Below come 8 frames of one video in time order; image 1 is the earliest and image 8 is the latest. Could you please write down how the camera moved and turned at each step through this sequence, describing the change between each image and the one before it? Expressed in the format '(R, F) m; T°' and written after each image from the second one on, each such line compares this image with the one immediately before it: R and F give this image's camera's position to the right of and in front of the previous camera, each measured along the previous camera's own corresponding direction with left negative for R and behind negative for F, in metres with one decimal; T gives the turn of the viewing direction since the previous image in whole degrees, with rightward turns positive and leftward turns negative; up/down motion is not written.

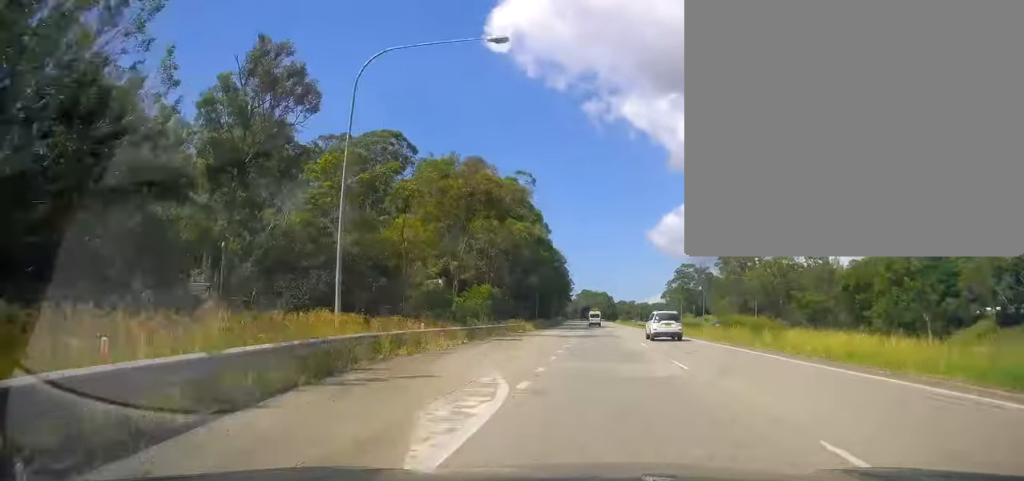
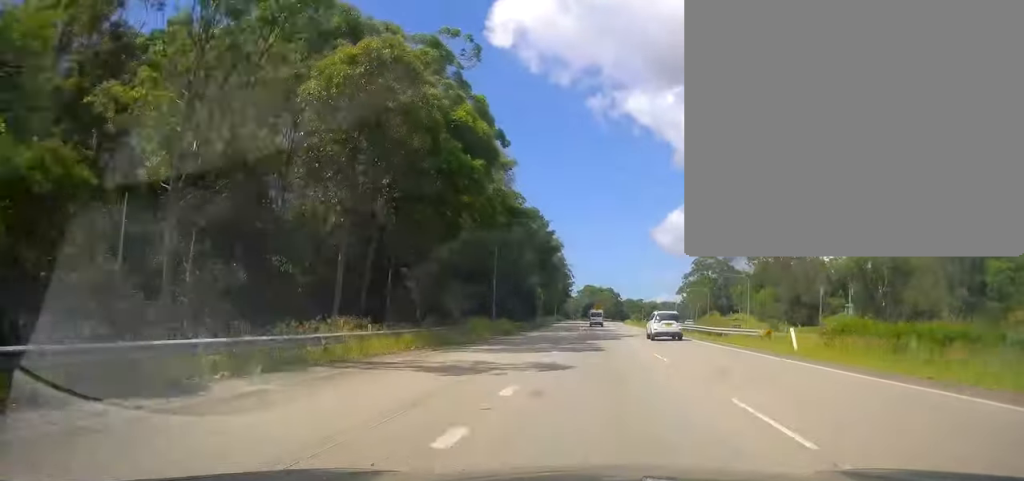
(-0.9, +44.3) m; -1°
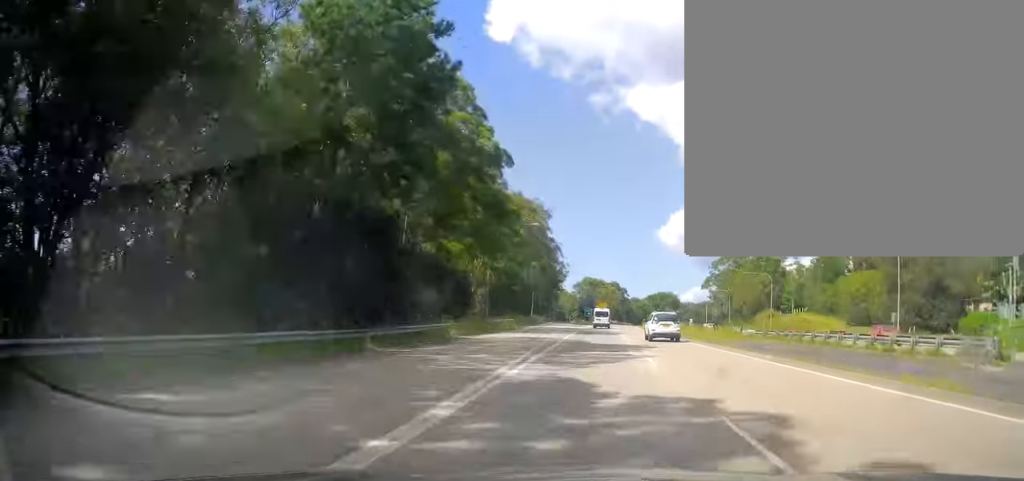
(-1.0, +61.1) m; -1°
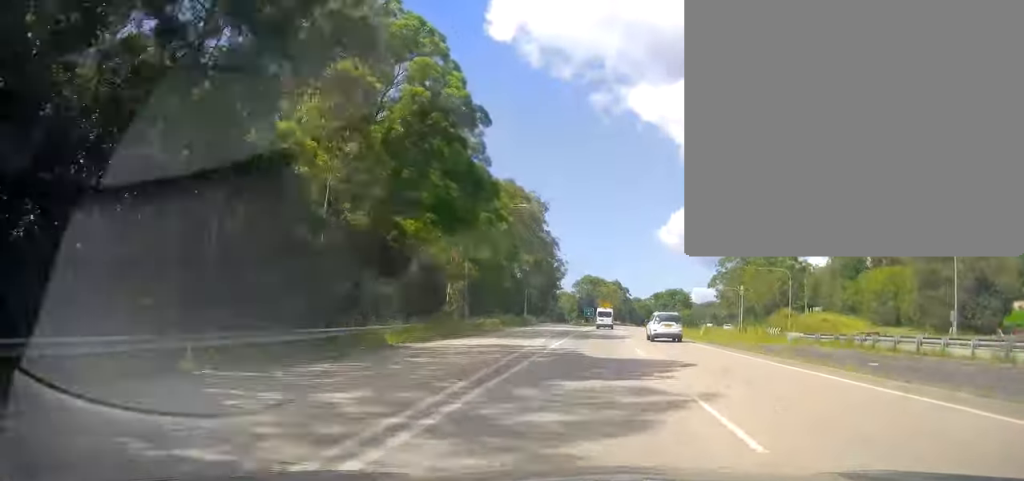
(+0.2, +10.5) m; 0°
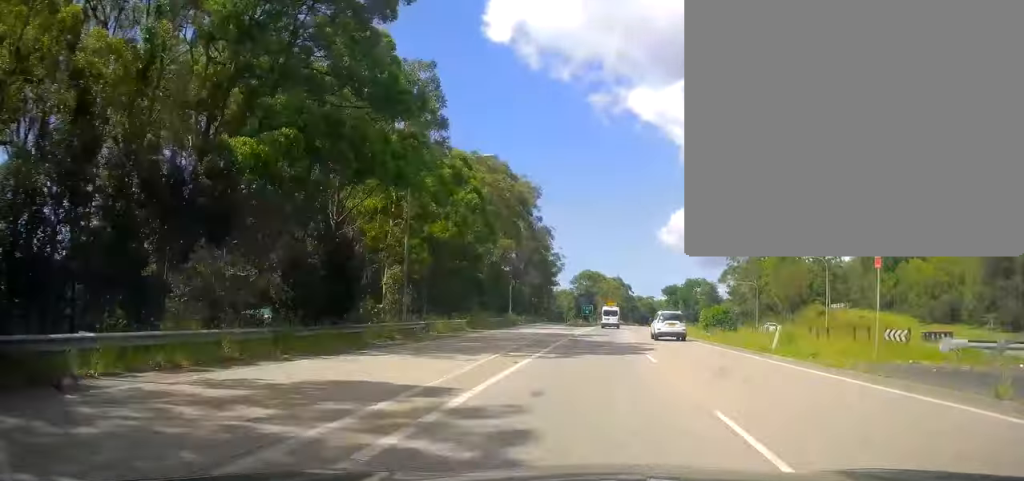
(-0.1, +16.6) m; 0°
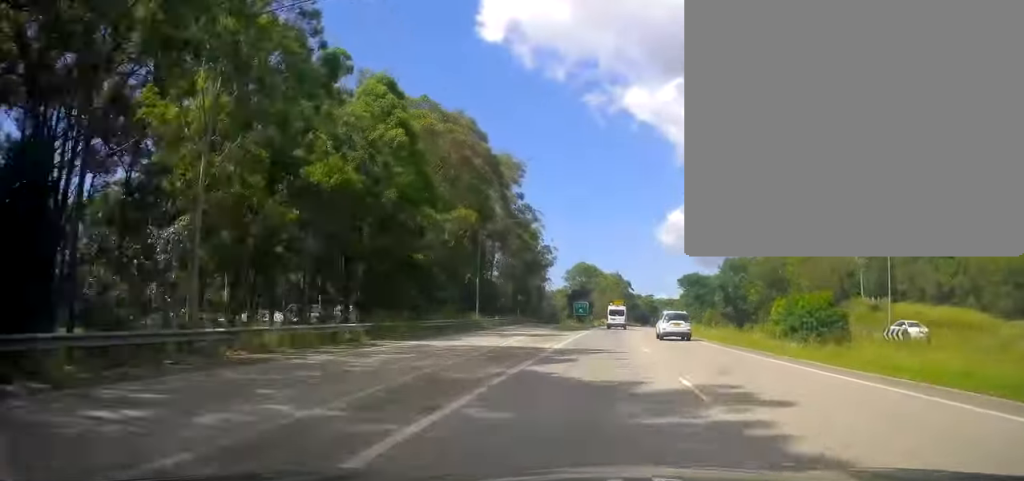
(-0.2, +20.0) m; 0°
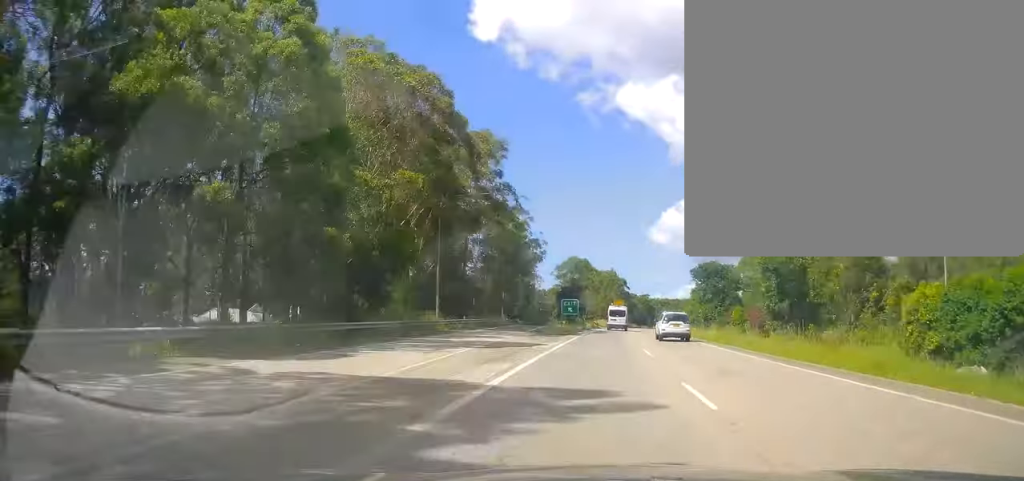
(-0.1, +12.9) m; +1°
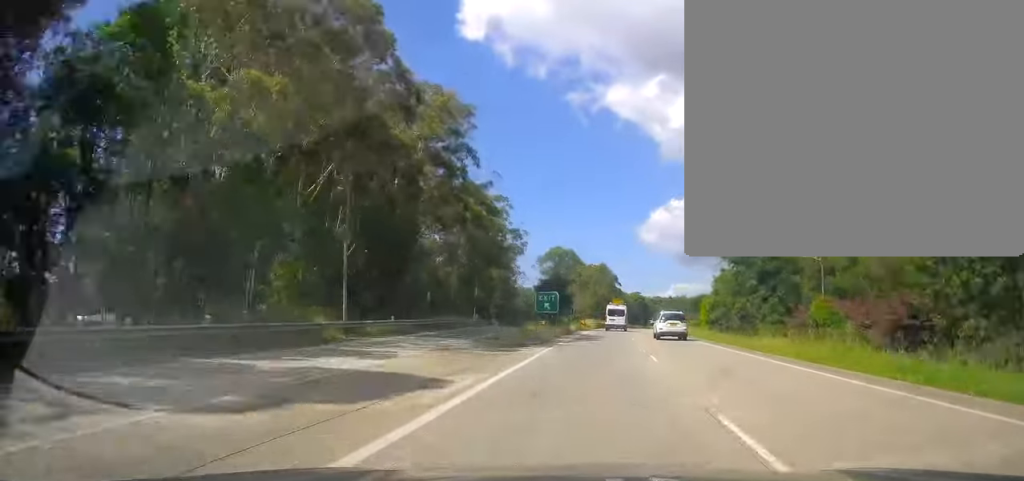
(+0.2, +16.1) m; +1°
